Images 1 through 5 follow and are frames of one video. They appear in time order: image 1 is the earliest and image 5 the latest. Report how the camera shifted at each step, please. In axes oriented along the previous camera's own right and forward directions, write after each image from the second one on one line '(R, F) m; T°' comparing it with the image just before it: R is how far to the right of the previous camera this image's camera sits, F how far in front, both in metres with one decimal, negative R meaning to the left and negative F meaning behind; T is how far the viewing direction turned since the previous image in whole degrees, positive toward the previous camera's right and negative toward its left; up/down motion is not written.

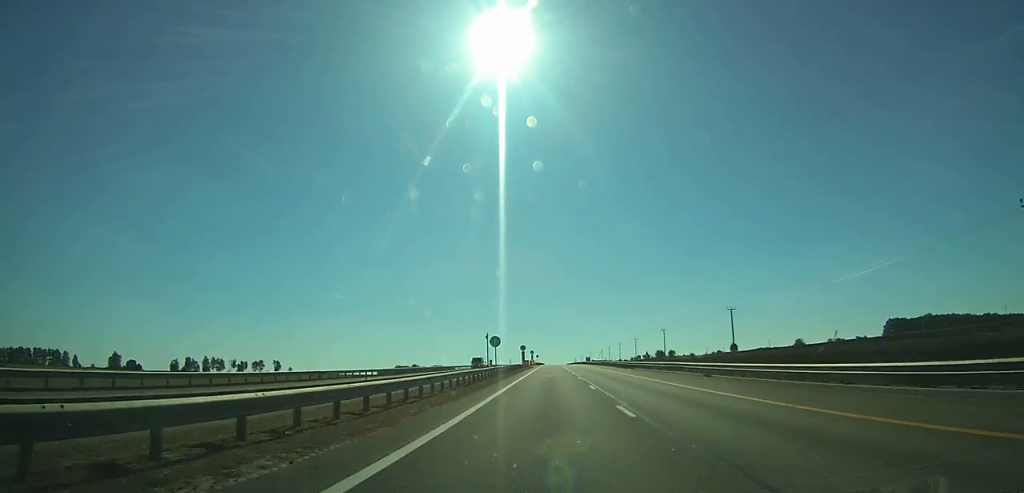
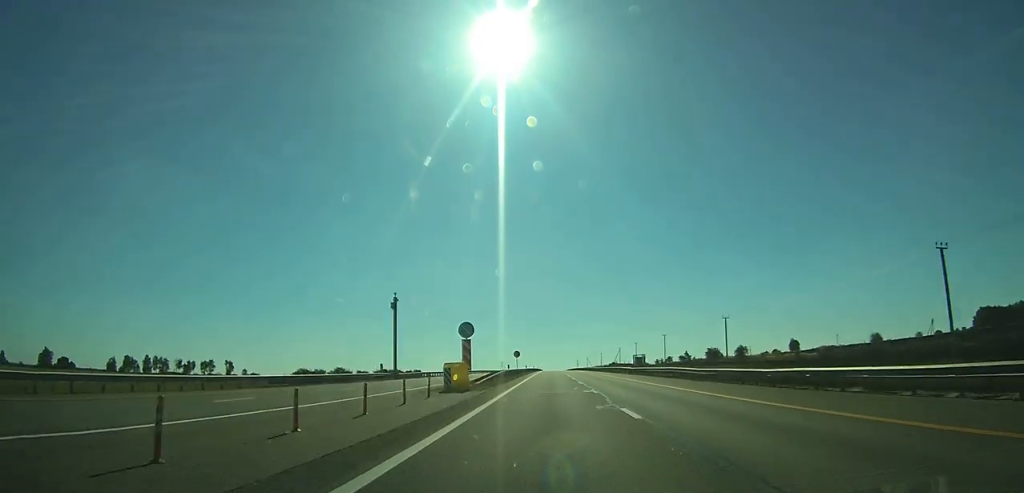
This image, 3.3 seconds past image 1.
(-0.2, +108.4) m; 0°
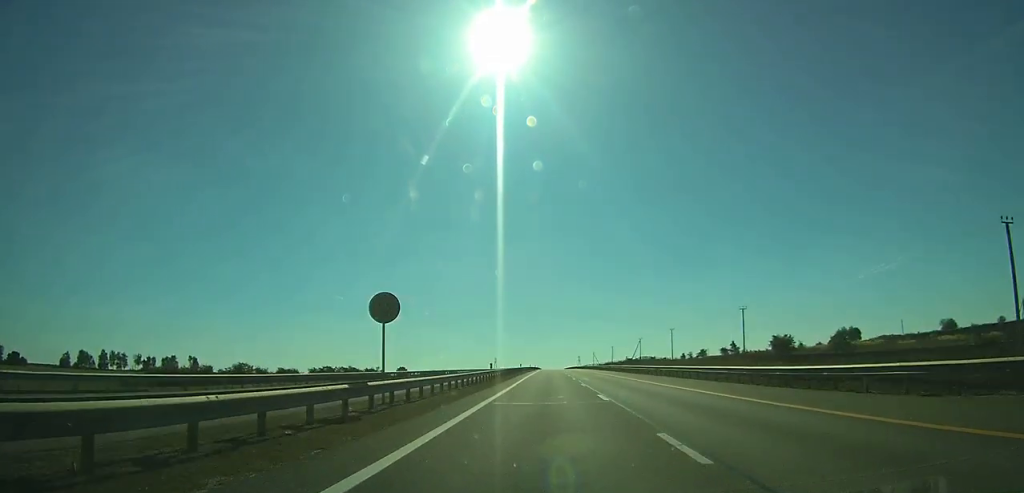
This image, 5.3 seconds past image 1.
(-0.1, +65.9) m; 0°
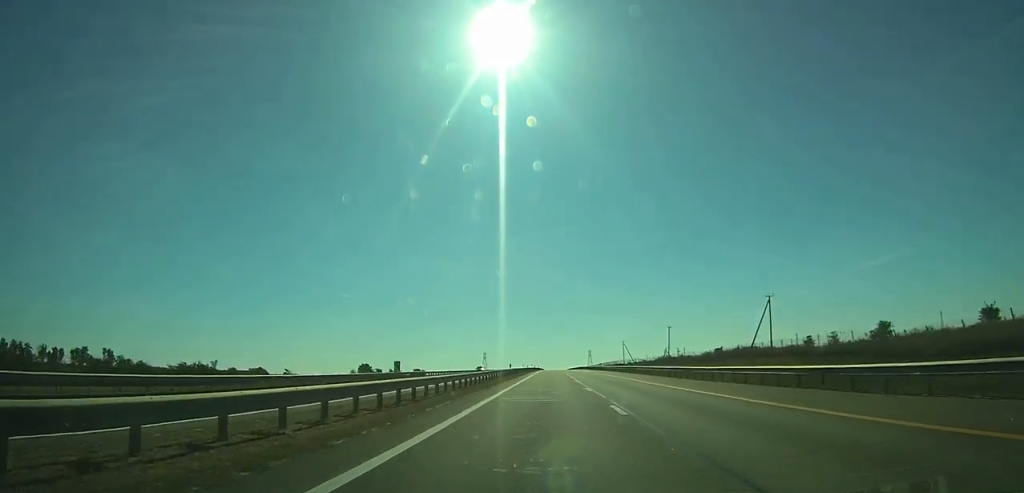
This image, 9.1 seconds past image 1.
(+0.3, +124.6) m; 0°
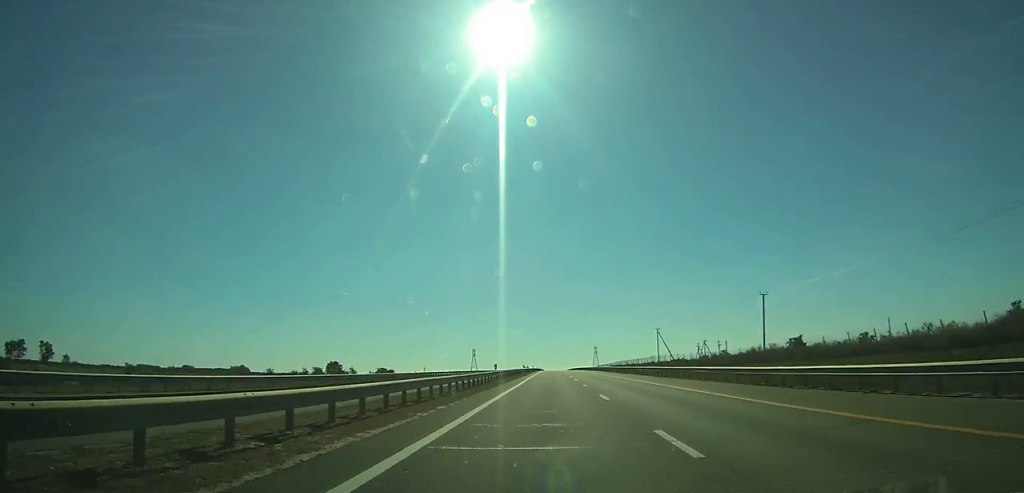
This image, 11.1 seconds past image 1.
(-0.1, +65.8) m; 0°
